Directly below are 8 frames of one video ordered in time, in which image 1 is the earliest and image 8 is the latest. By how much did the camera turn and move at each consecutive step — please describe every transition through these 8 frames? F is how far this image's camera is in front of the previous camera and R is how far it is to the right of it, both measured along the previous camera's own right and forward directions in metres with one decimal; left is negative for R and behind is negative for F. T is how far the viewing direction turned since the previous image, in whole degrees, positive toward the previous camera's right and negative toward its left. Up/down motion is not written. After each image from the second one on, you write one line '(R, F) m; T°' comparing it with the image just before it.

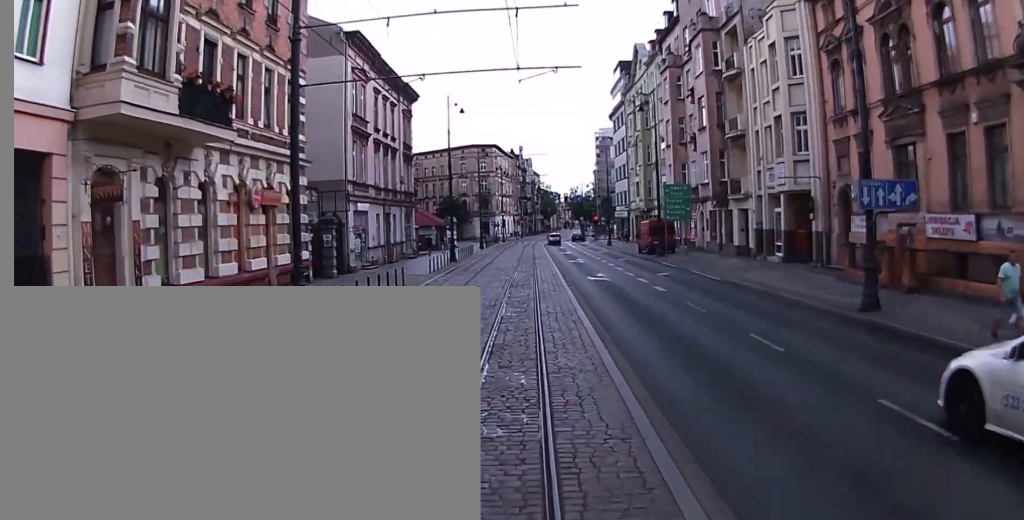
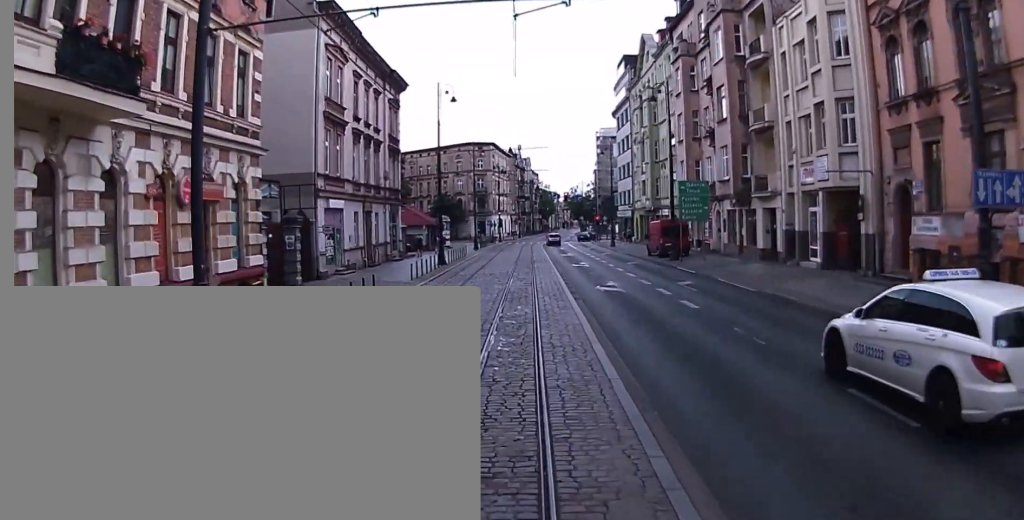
(0.0, +4.9) m; -1°
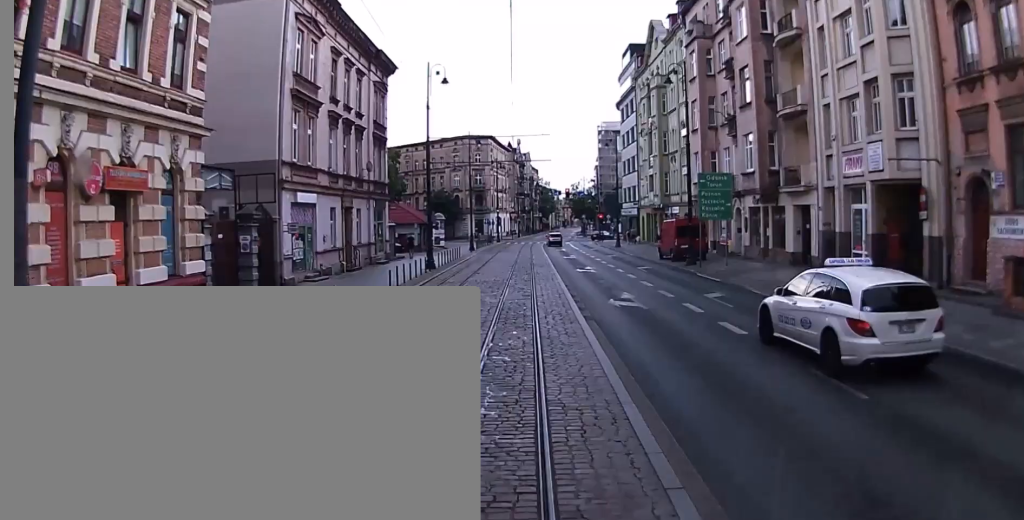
(0.0, +4.5) m; -2°
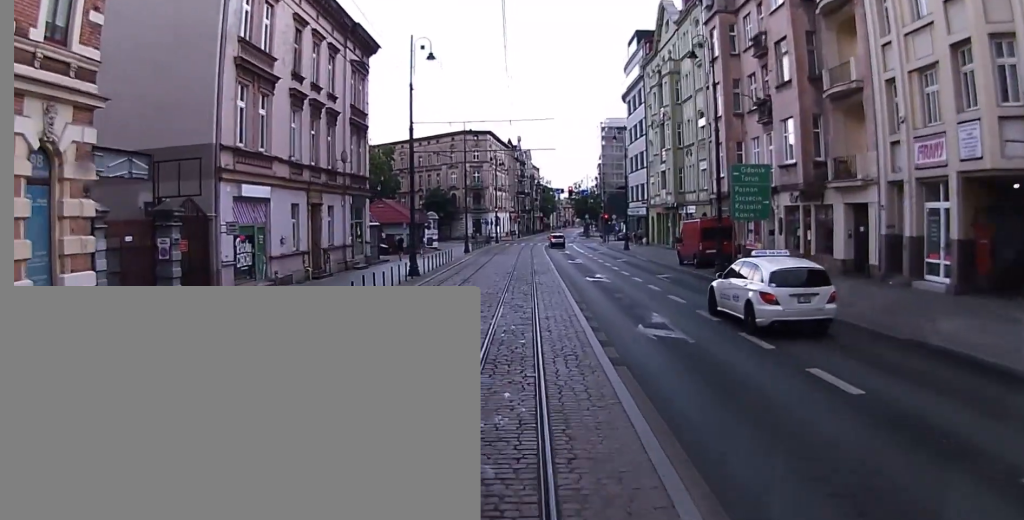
(-0.2, +5.6) m; 0°
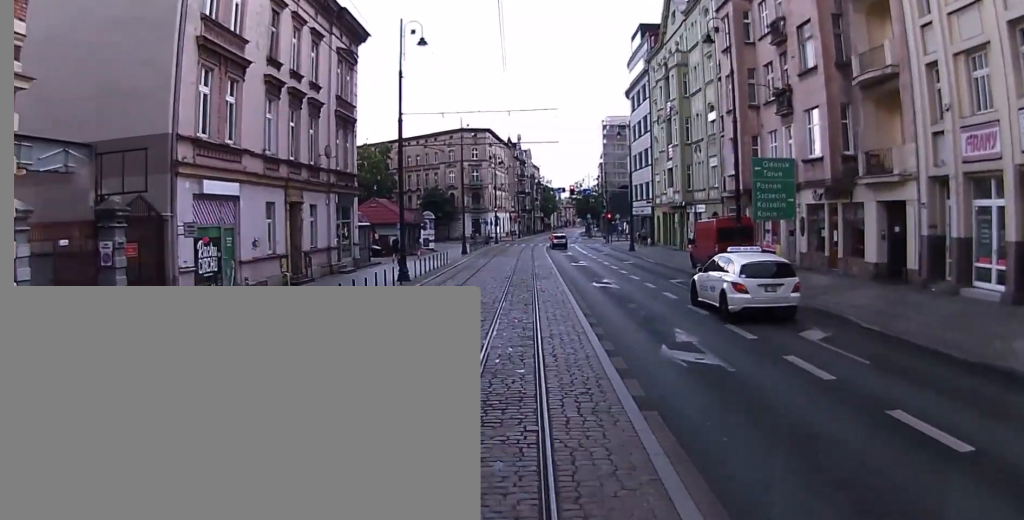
(0.0, +2.8) m; +1°
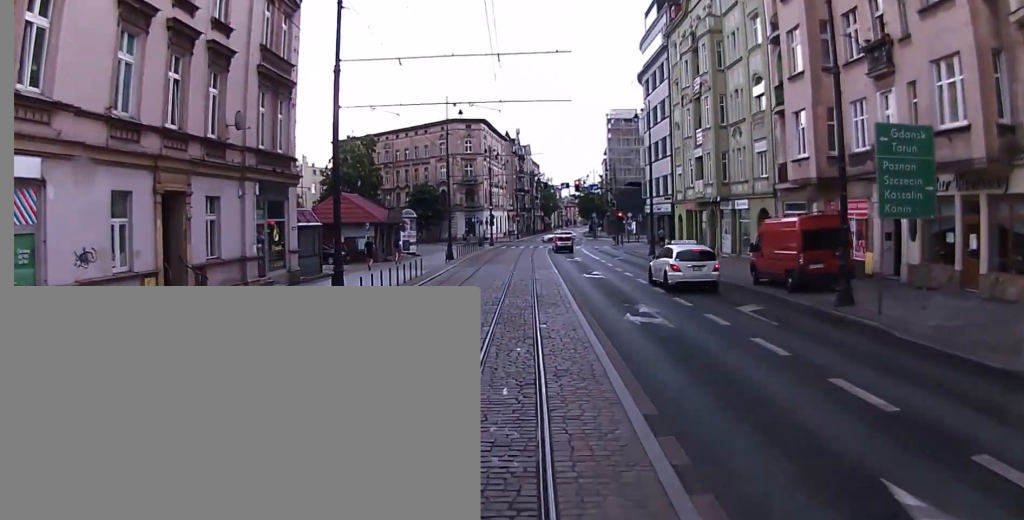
(+0.6, +10.3) m; +3°
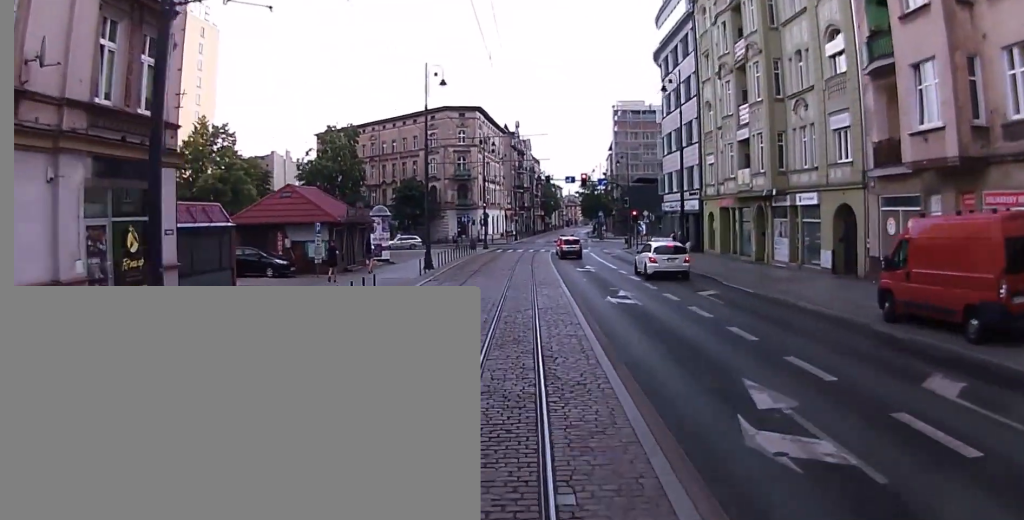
(-0.1, +10.3) m; -1°
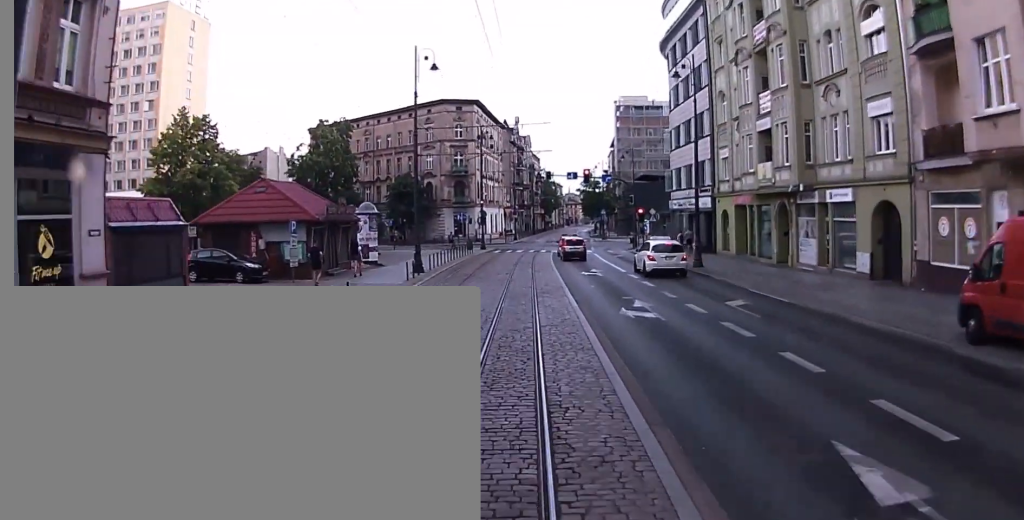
(+0.2, +3.6) m; -1°
